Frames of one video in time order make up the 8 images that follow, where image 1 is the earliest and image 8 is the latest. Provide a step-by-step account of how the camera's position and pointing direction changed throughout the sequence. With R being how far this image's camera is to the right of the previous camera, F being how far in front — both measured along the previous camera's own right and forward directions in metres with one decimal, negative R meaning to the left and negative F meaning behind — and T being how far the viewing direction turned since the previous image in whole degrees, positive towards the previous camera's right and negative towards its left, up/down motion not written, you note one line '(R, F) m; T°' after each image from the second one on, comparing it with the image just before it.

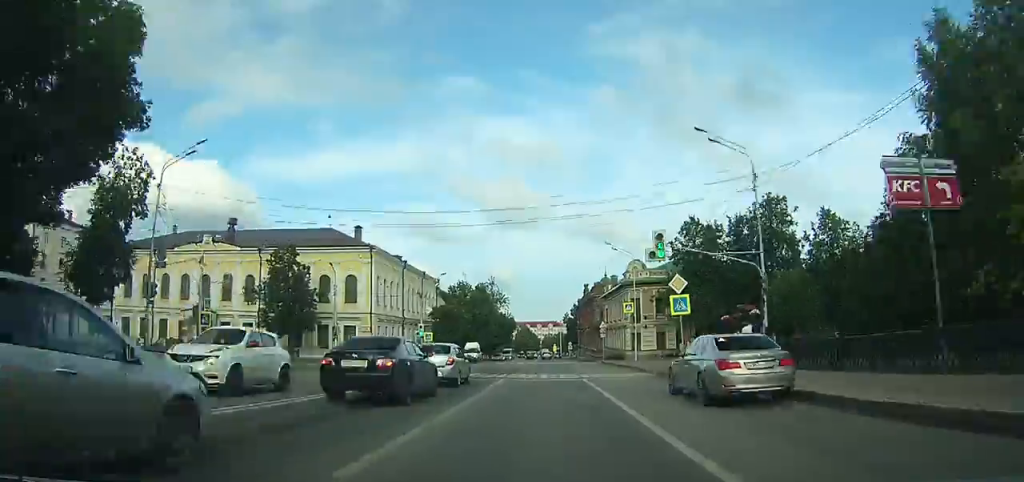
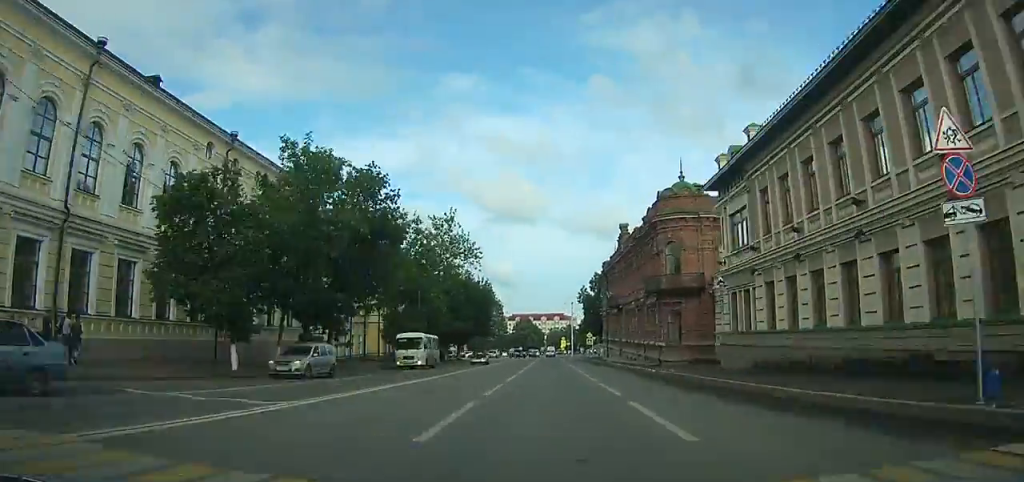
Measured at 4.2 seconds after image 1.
(-0.3, +61.6) m; -1°
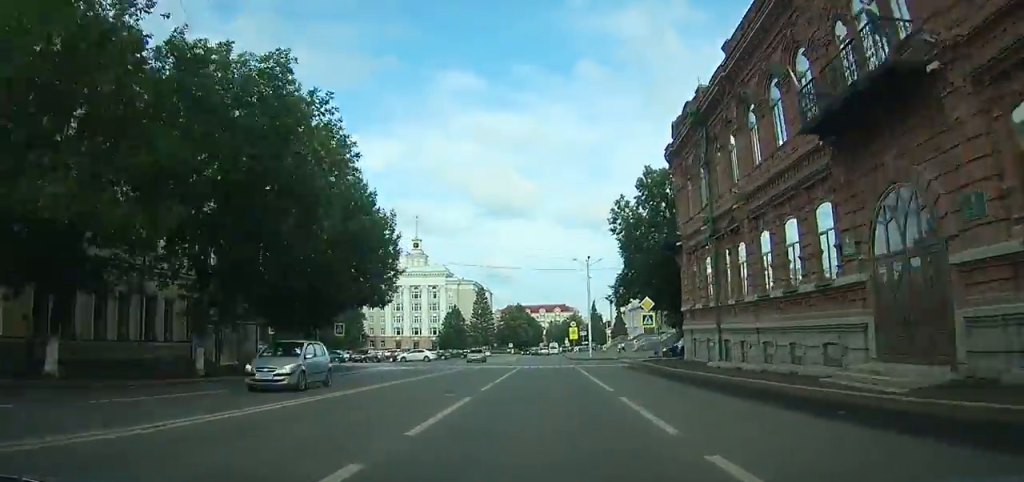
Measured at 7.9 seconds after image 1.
(-0.3, +54.6) m; 0°
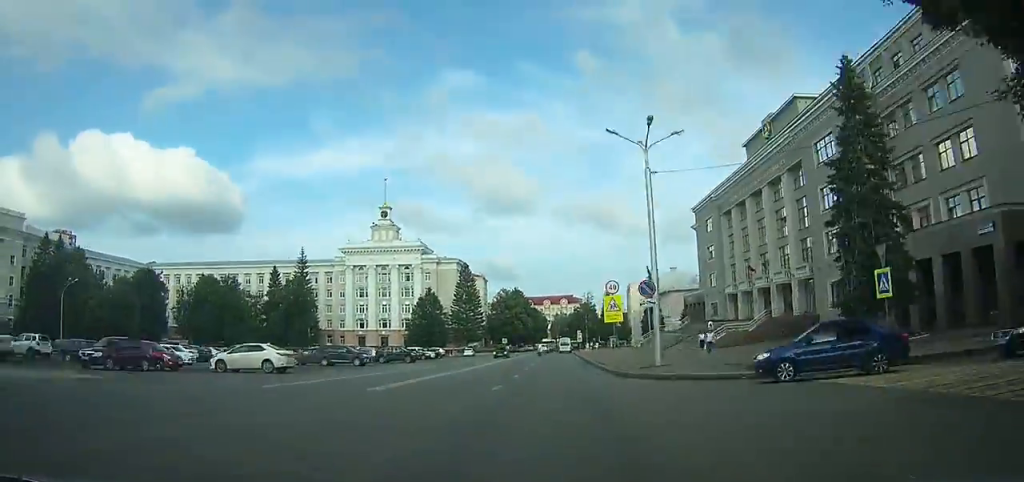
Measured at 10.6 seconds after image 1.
(+0.1, +39.9) m; 0°
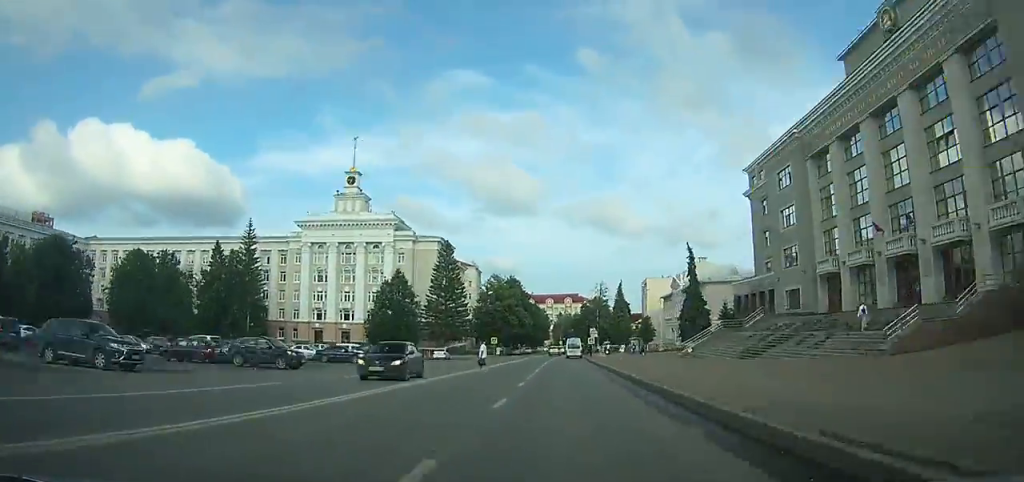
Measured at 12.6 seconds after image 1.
(-0.1, +29.2) m; -1°
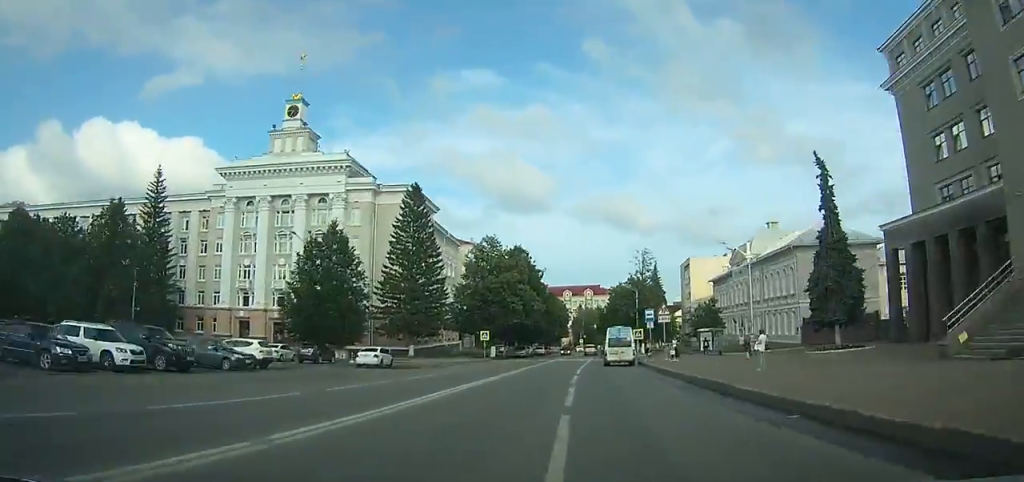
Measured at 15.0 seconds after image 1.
(-0.4, +33.9) m; +1°
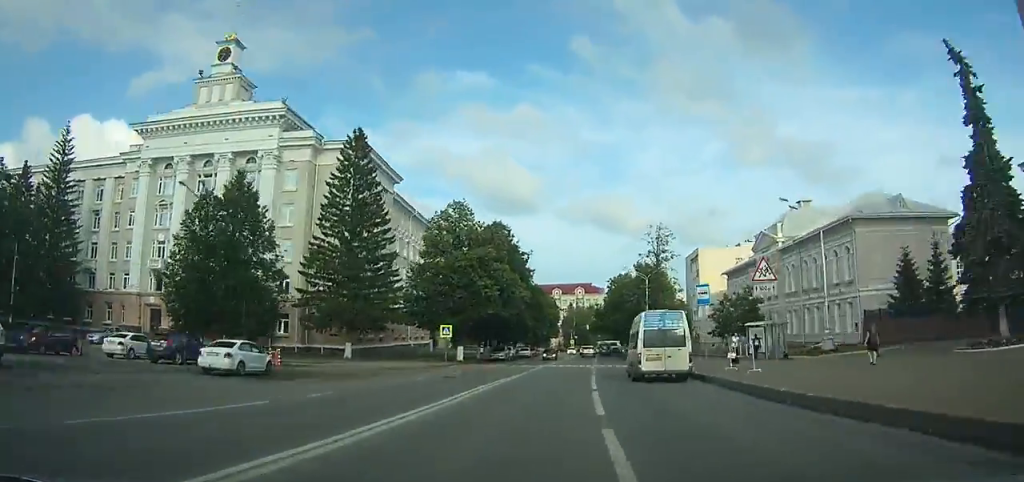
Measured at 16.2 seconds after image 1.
(-0.5, +16.7) m; +1°
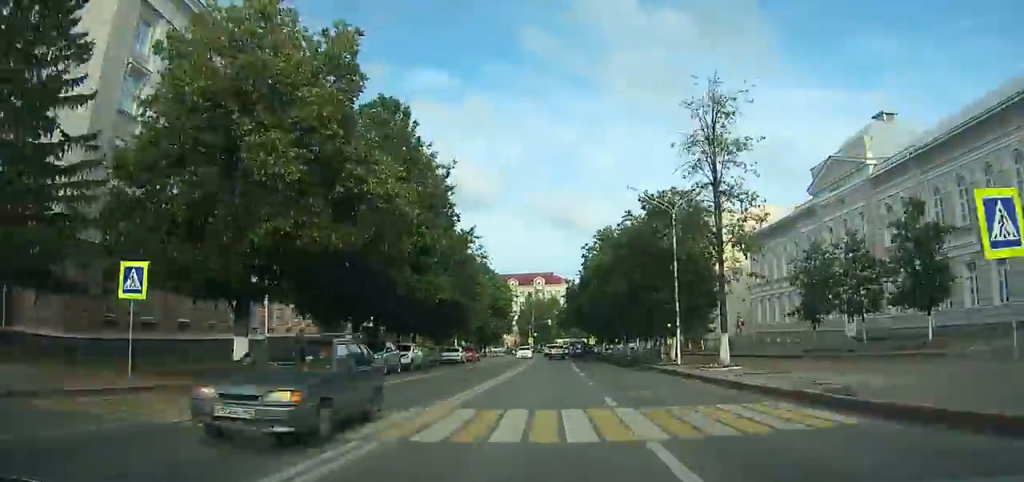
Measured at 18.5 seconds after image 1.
(+1.2, +28.6) m; +3°
